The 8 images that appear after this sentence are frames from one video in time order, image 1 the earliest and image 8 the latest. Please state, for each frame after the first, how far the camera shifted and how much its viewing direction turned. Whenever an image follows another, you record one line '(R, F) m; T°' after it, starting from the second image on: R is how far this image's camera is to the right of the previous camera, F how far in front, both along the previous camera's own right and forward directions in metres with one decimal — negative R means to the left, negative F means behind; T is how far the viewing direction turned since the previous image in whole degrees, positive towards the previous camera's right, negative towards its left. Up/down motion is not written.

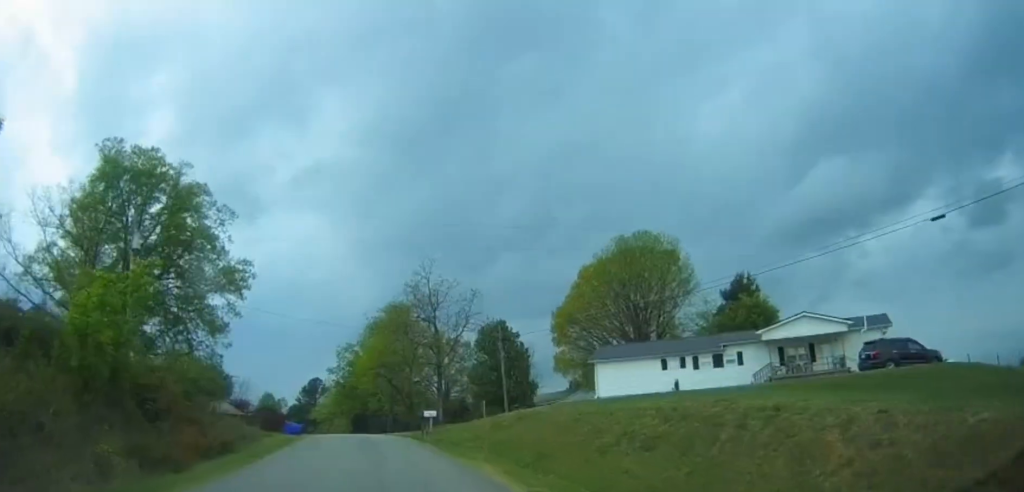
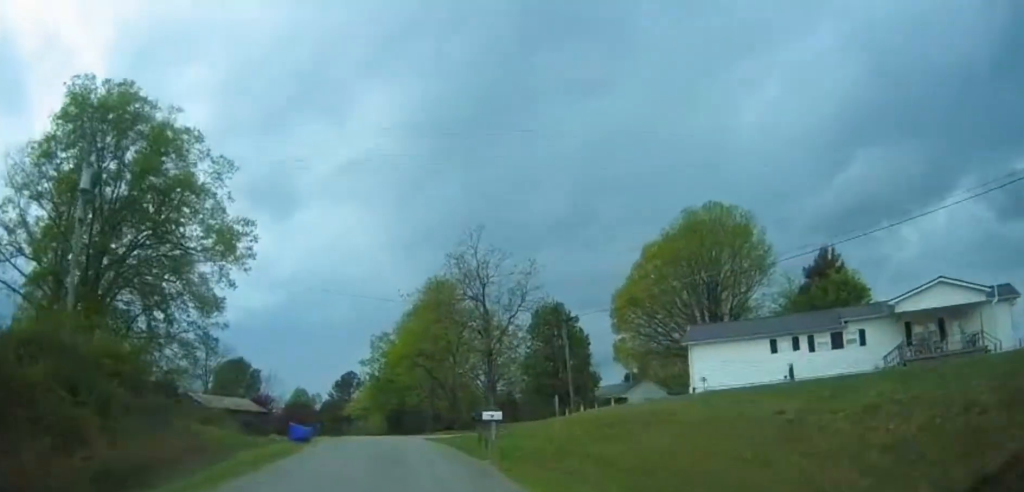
(-0.4, +9.6) m; -3°
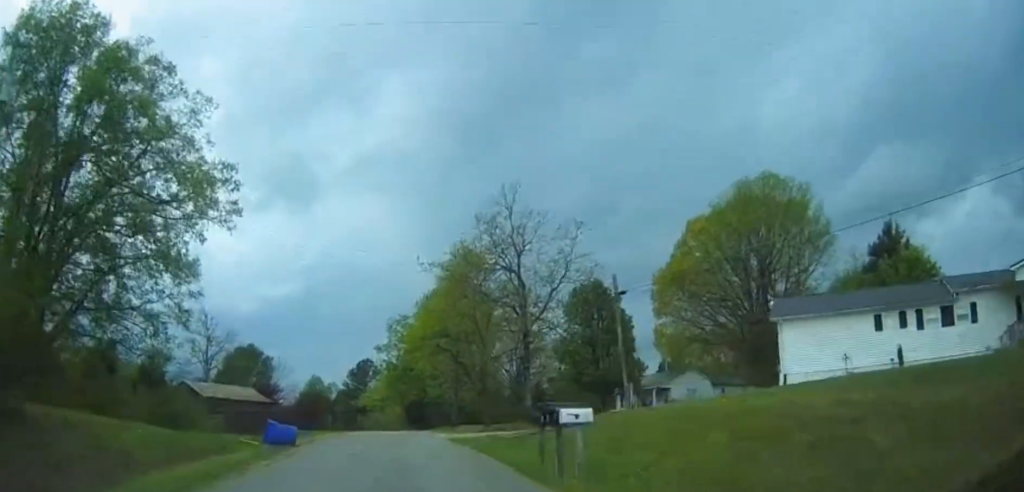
(-0.1, +7.5) m; -1°
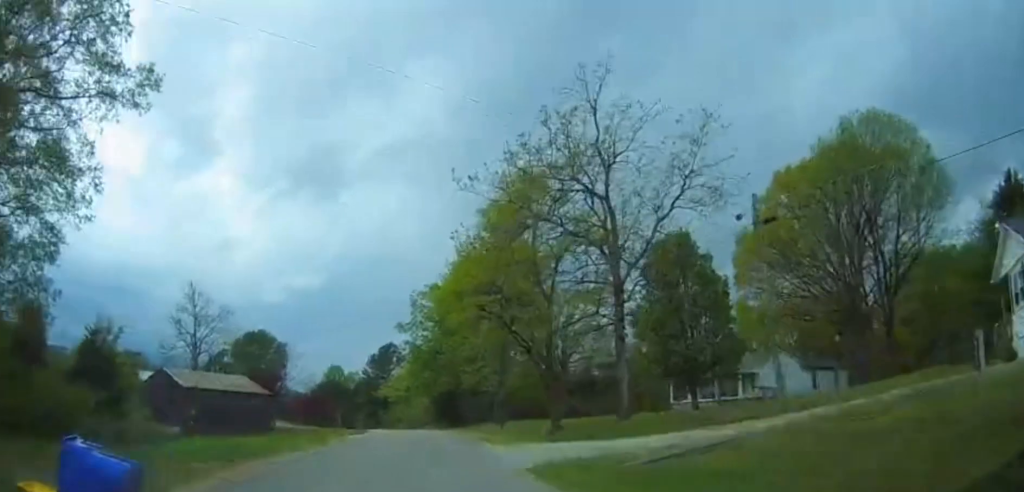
(0.0, +13.8) m; -2°
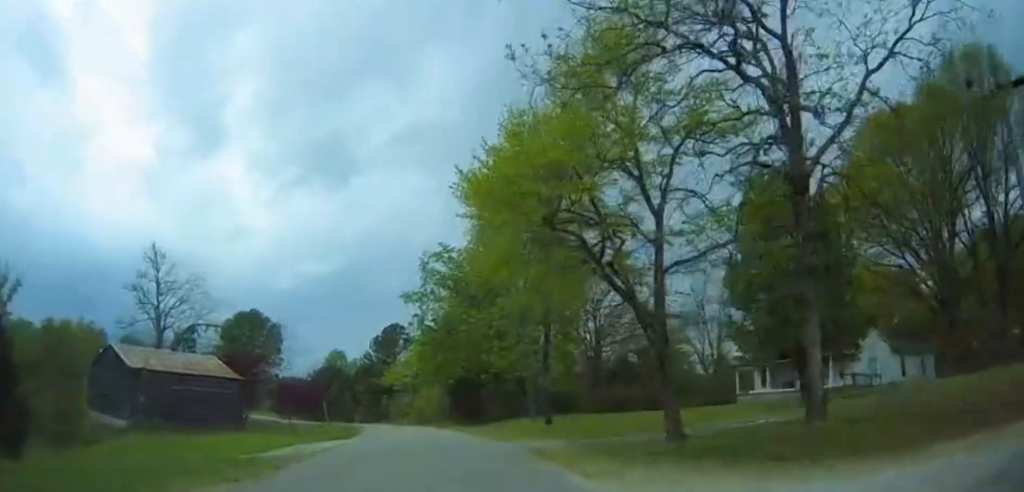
(-0.4, +12.7) m; -1°
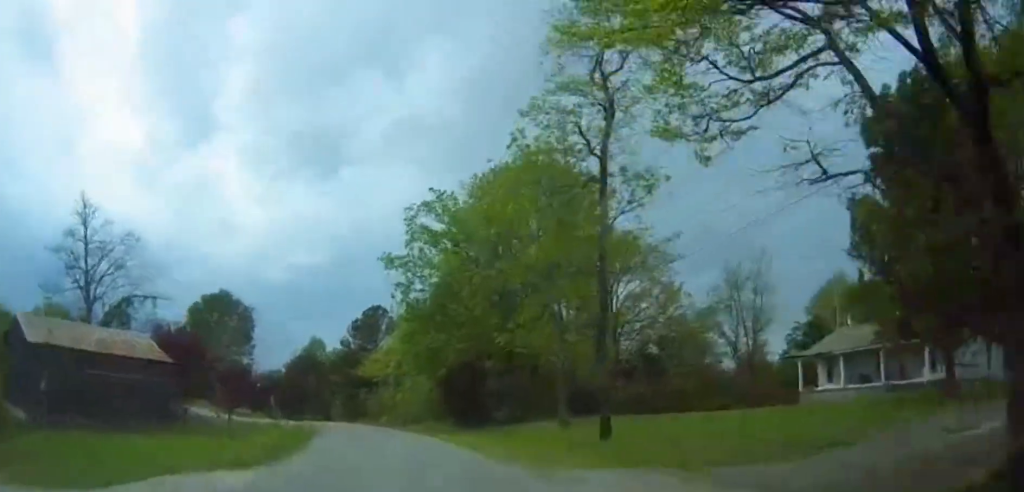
(+0.2, +11.8) m; +1°
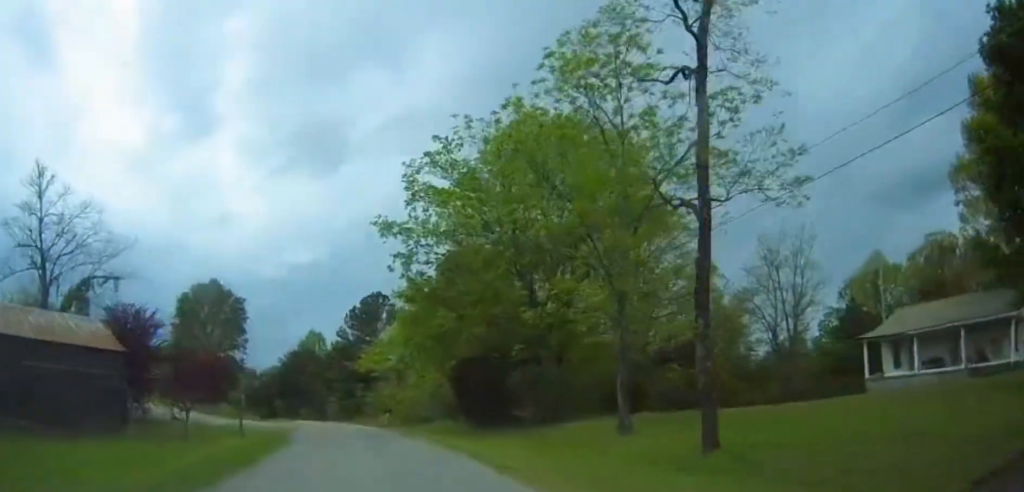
(+0.1, +7.1) m; 0°
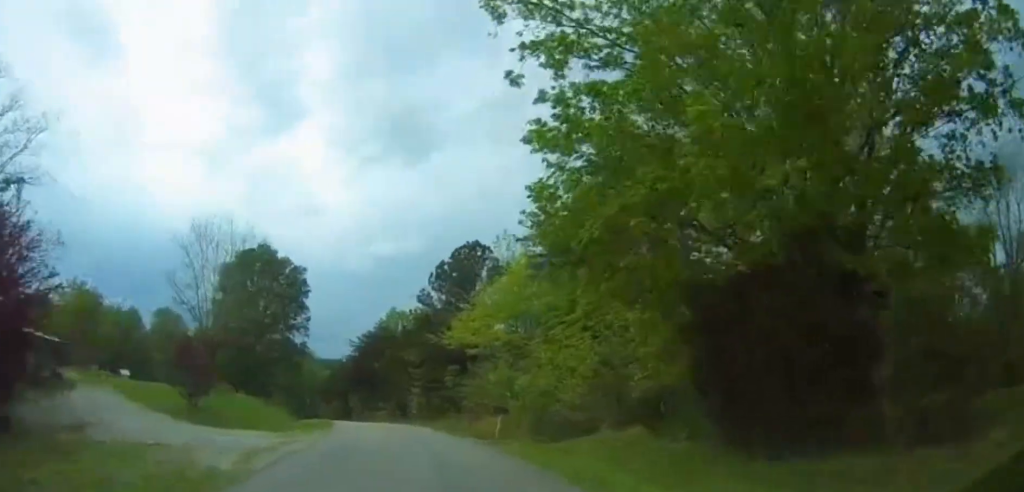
(-1.2, +19.0) m; -9°
